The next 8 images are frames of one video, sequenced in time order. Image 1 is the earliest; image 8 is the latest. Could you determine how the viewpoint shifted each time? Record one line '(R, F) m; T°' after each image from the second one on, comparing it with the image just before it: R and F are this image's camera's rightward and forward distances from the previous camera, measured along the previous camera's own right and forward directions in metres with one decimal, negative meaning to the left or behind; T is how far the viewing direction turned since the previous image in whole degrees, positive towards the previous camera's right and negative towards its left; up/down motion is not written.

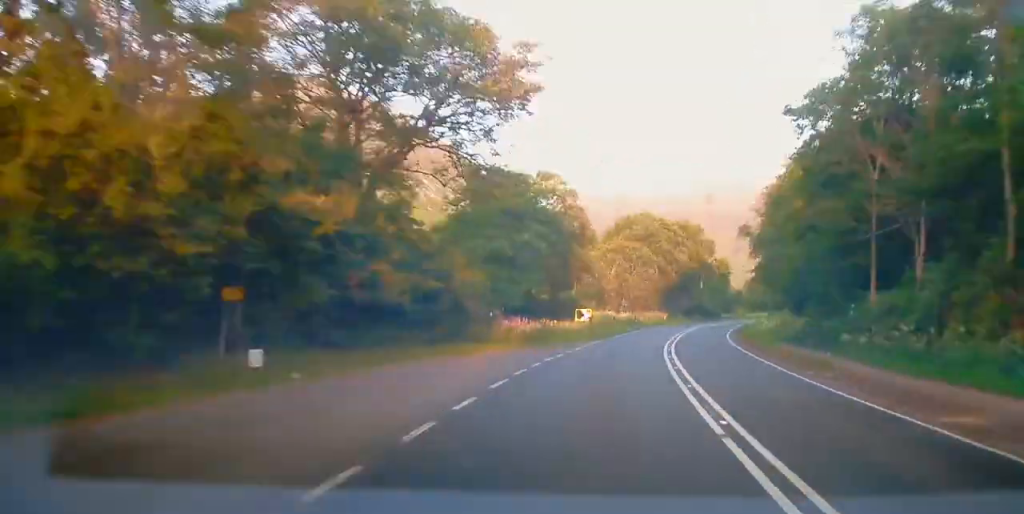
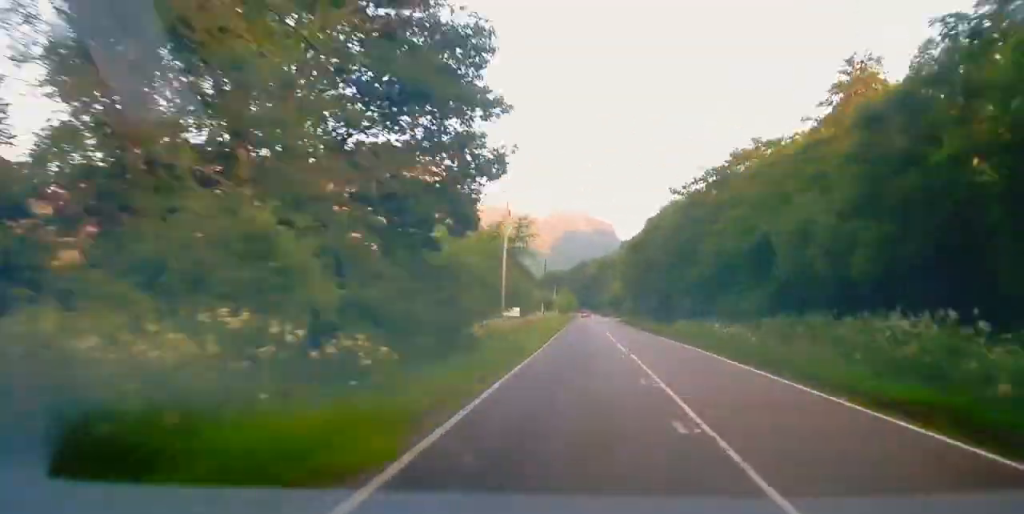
(+51.0, +203.7) m; +17°
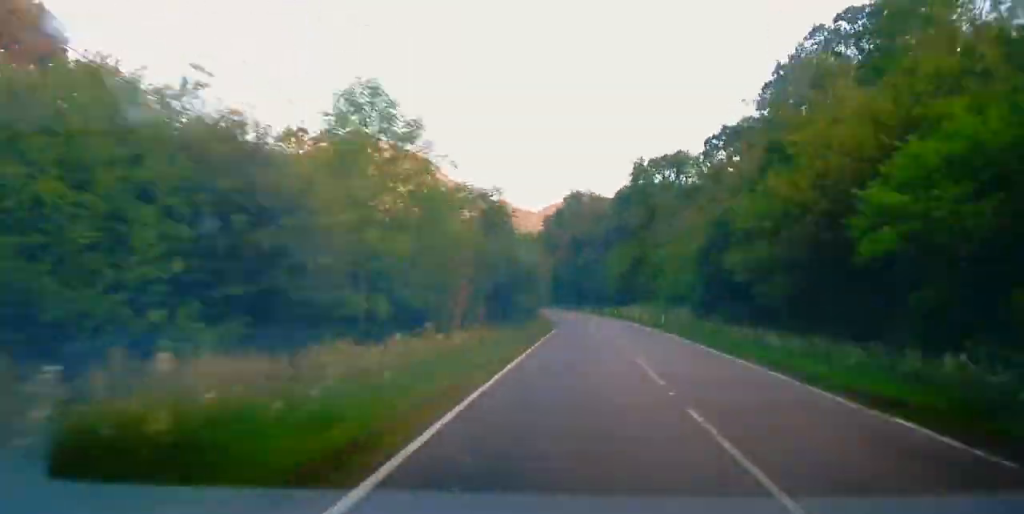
(+4.5, +195.9) m; -6°
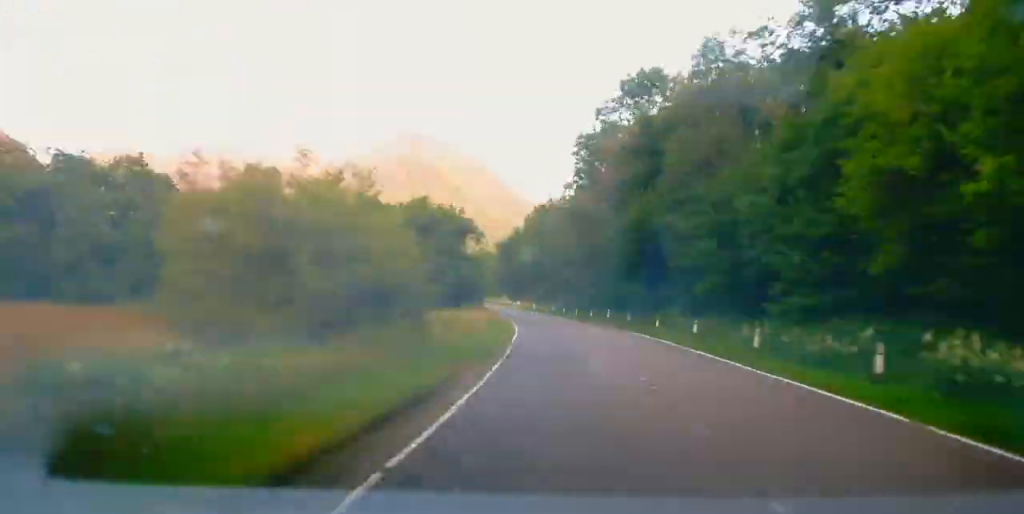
(+1.7, +78.7) m; -6°
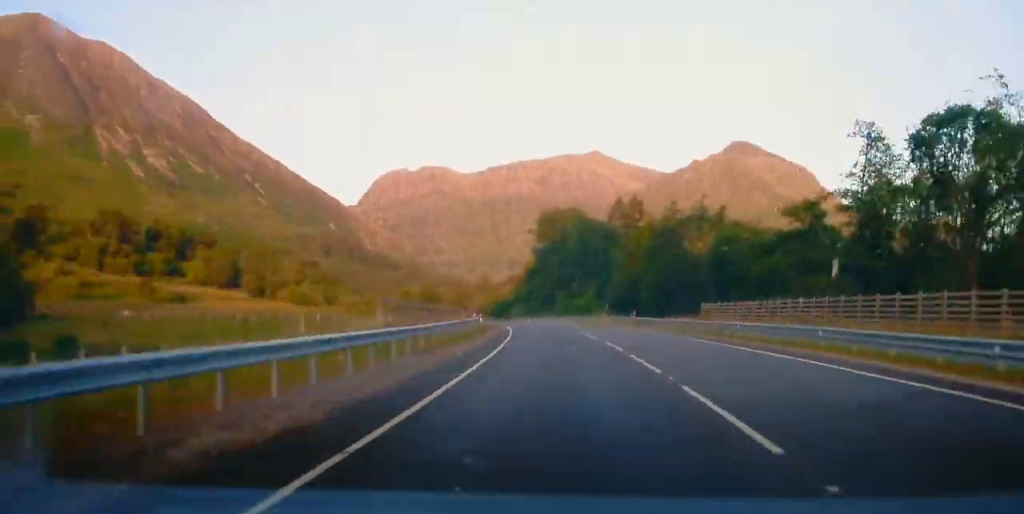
(-33.3, +185.3) m; -16°
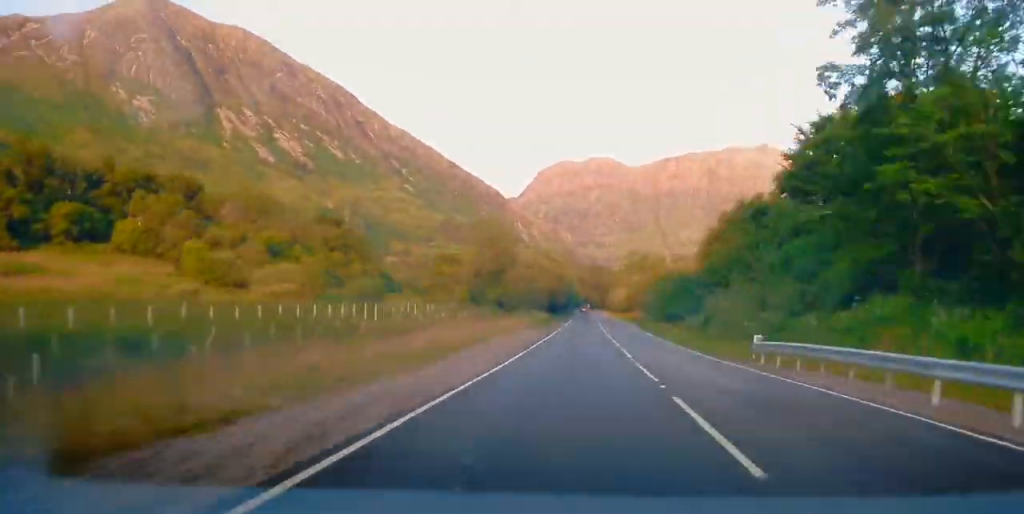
(-12.2, +114.9) m; -4°
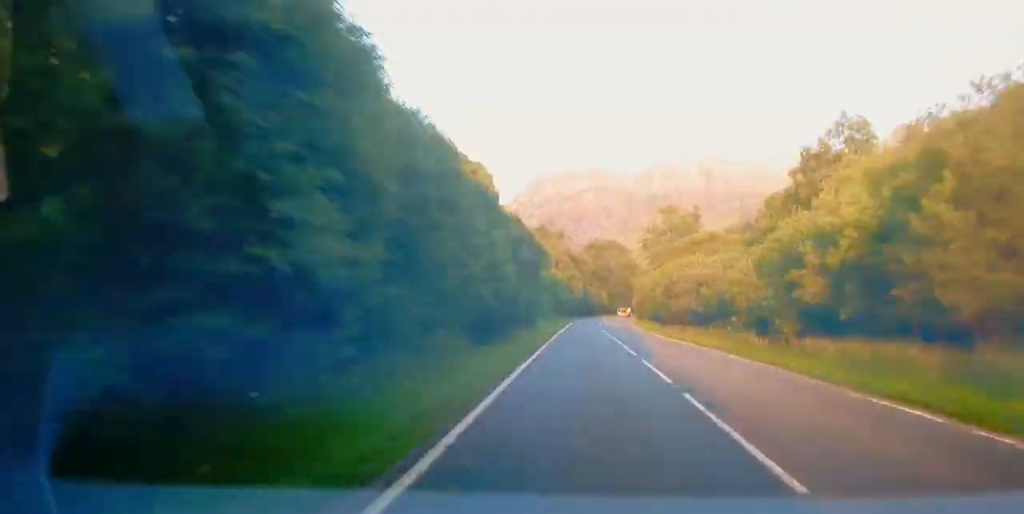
(+0.1, +104.5) m; +4°
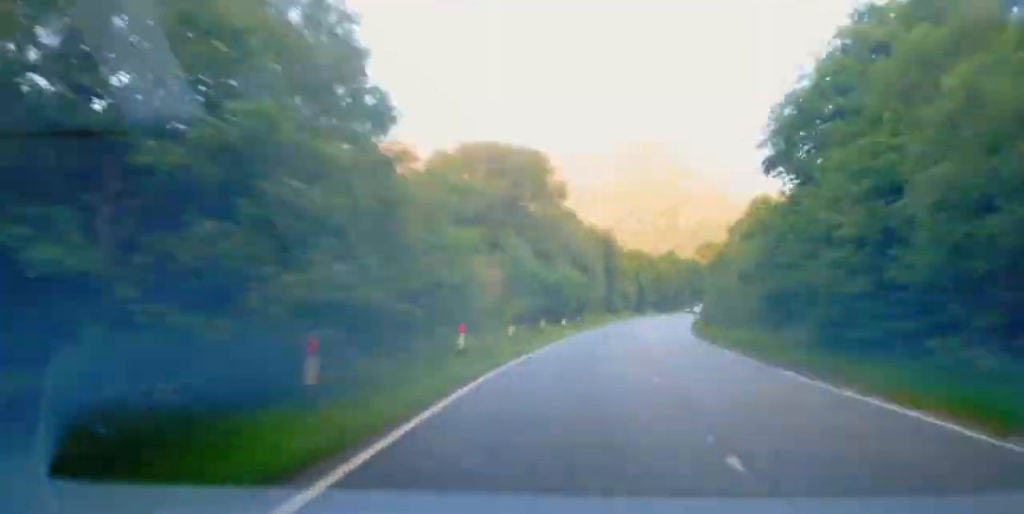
(+33.9, +244.3) m; +21°
